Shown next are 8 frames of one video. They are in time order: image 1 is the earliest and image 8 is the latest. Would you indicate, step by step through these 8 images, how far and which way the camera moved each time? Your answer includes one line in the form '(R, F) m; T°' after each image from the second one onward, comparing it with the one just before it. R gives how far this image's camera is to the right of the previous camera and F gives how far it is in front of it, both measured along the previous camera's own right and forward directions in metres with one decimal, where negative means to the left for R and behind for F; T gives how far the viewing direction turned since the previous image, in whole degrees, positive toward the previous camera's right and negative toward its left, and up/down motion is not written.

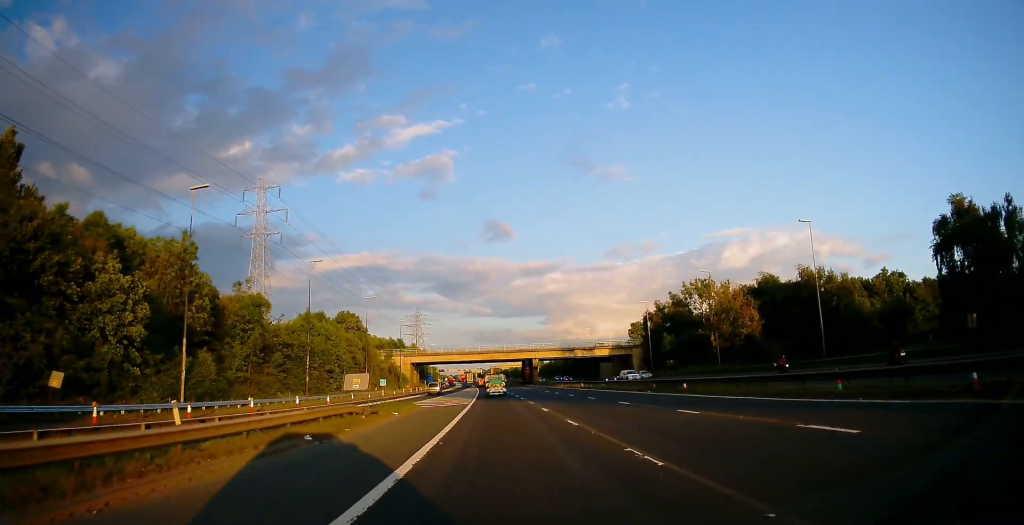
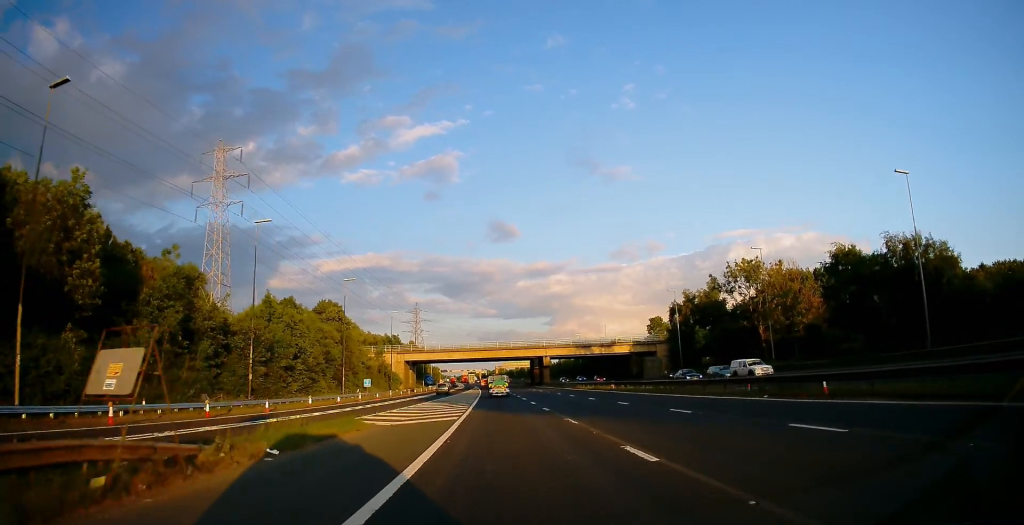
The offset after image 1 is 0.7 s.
(-0.1, +18.6) m; 0°
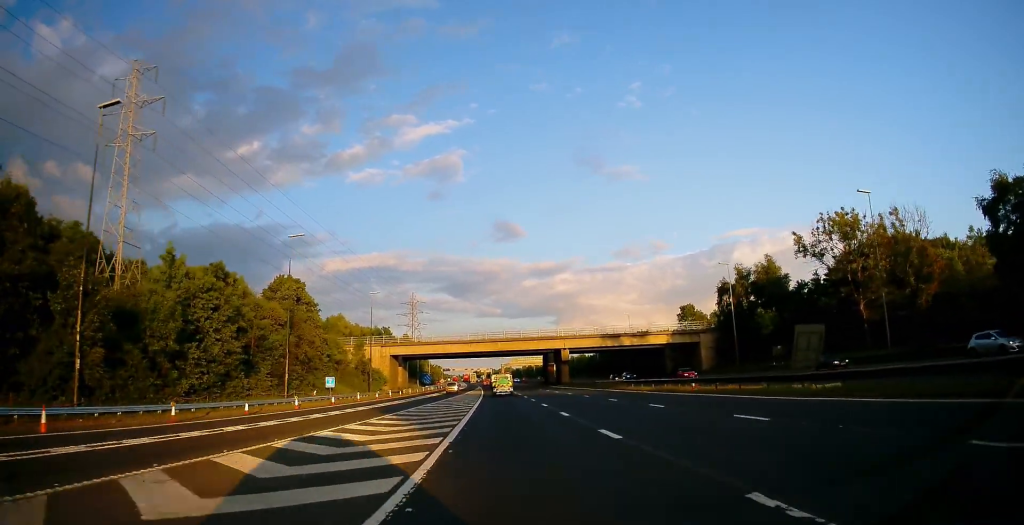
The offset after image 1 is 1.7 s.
(-0.1, +26.0) m; 0°
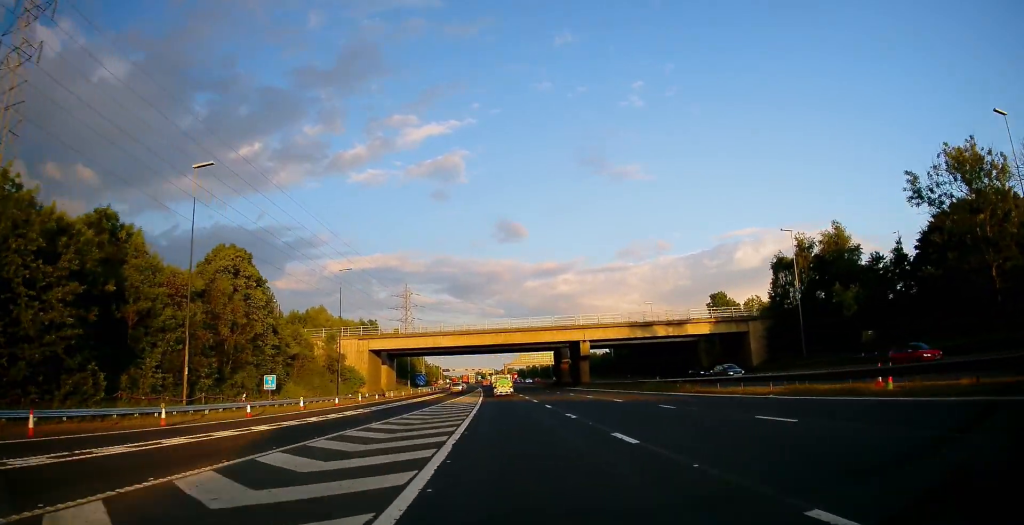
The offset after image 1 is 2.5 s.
(0.0, +20.7) m; 0°
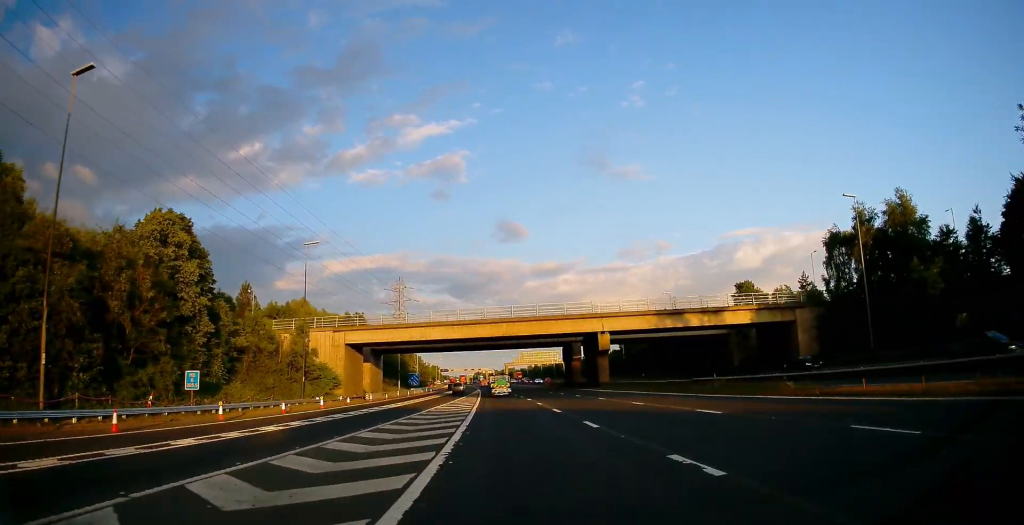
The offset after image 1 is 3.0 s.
(0.0, +14.6) m; 0°
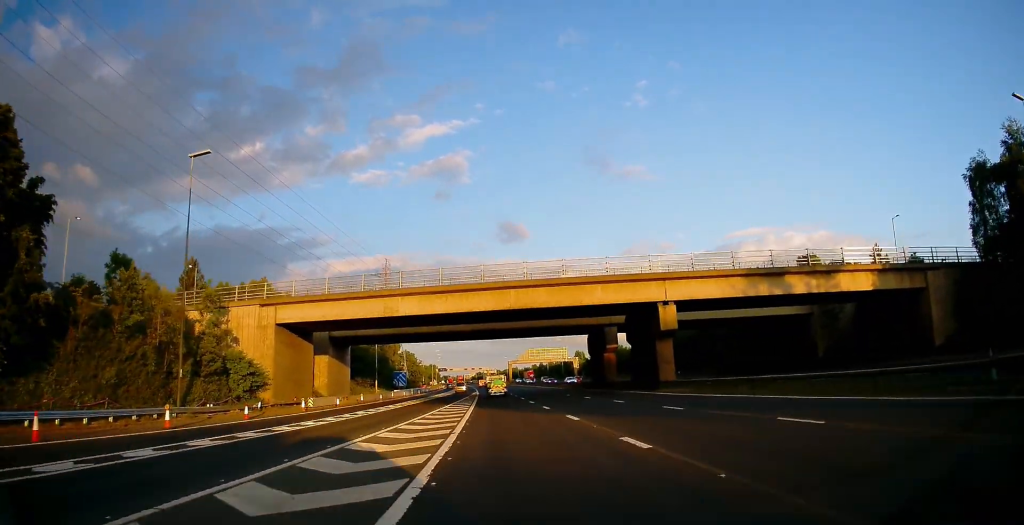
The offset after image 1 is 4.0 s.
(0.0, +25.1) m; 0°
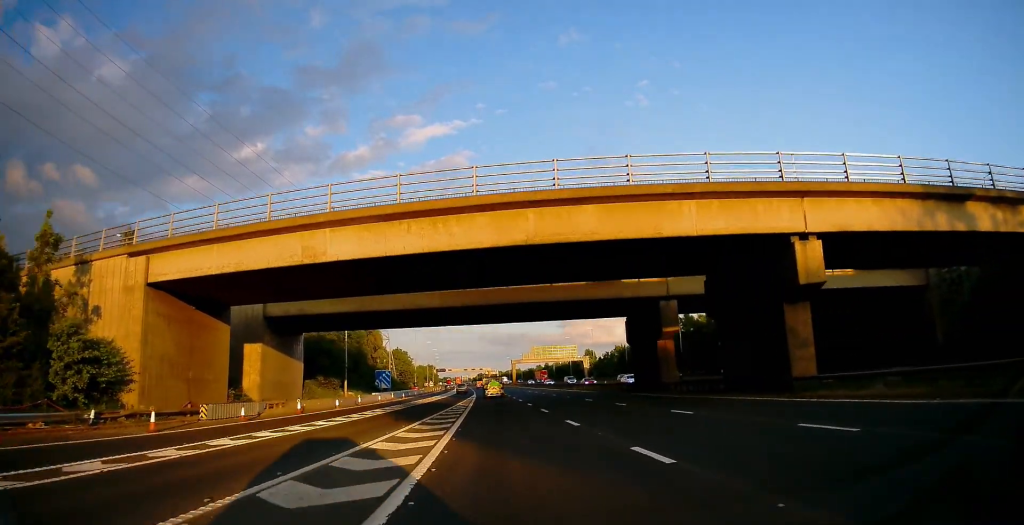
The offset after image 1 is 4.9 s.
(-0.1, +20.3) m; 0°
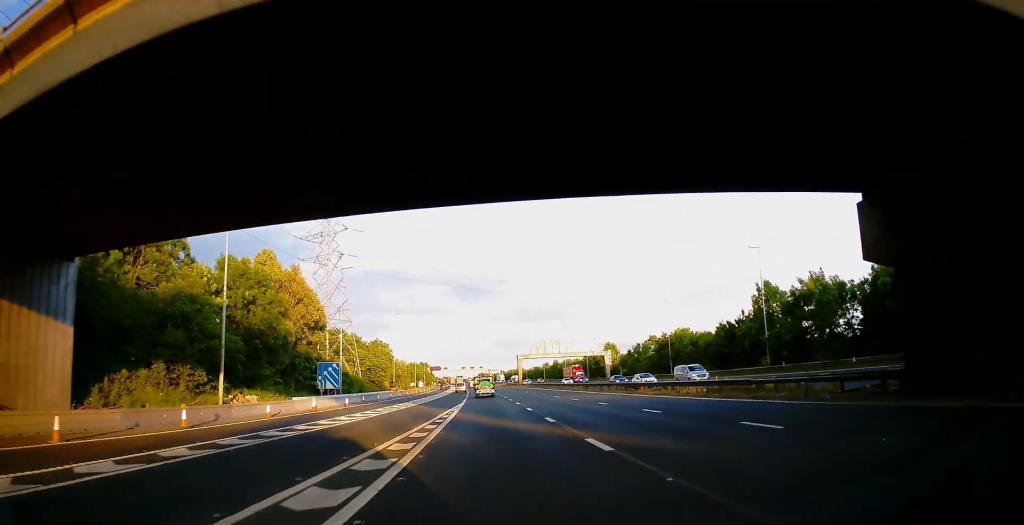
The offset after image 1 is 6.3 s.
(-0.2, +35.0) m; 0°
